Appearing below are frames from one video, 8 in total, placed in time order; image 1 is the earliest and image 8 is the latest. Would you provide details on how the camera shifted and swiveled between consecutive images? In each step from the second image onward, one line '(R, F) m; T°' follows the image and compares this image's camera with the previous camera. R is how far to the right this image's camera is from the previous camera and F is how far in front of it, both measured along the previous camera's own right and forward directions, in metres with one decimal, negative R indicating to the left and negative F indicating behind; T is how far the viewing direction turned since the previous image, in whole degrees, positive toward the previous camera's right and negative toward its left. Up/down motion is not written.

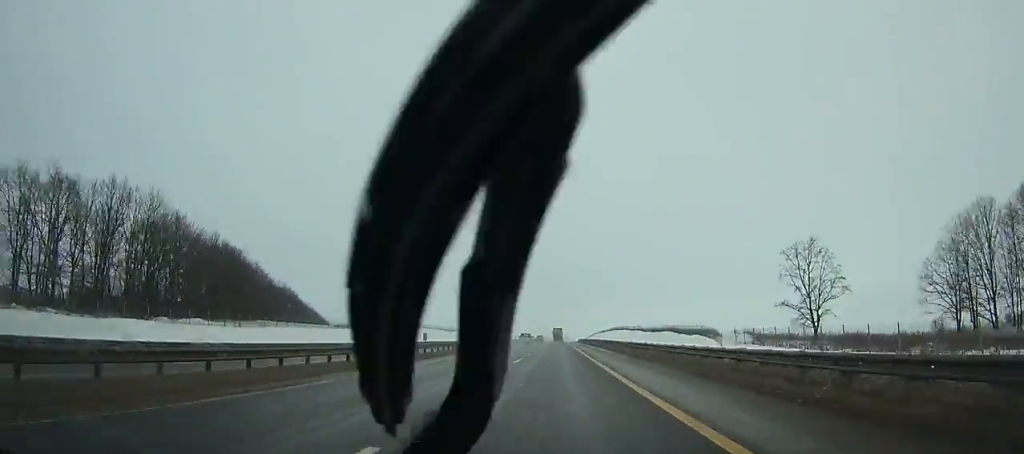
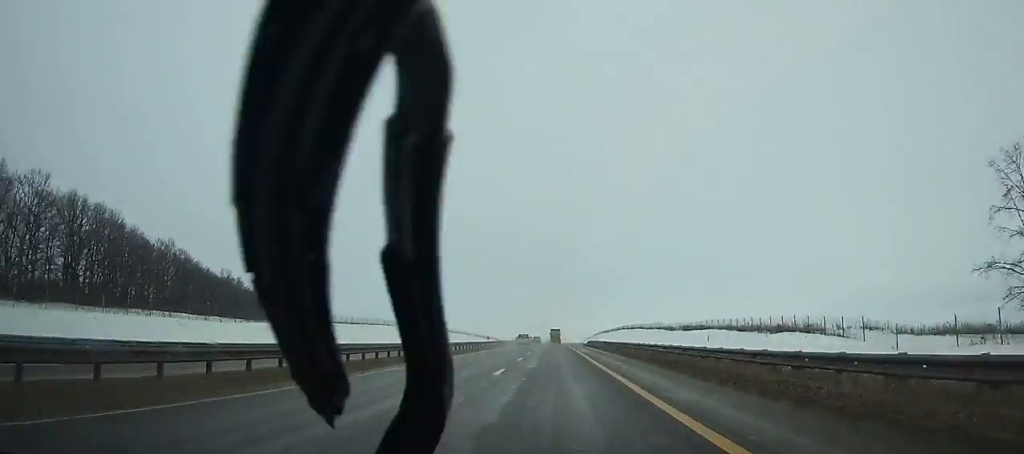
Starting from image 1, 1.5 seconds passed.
(+0.1, +43.6) m; 0°
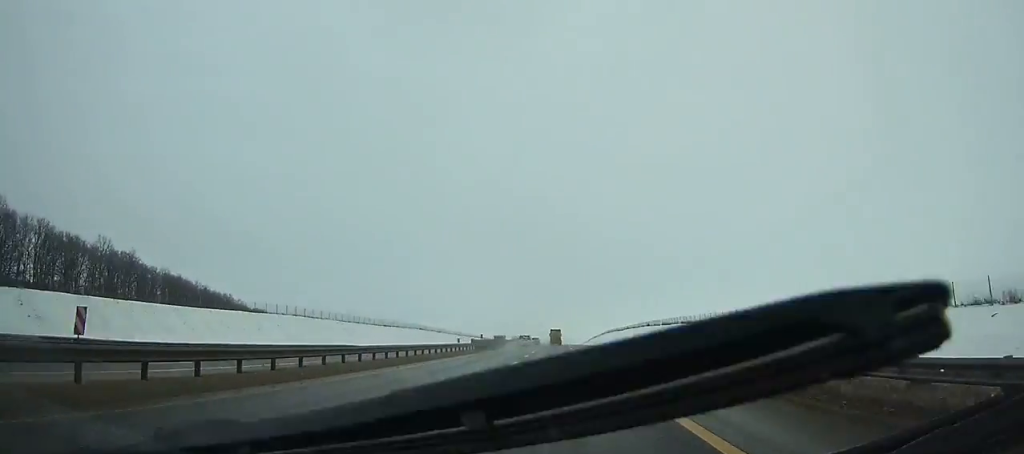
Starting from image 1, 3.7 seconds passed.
(0.0, +63.4) m; 0°
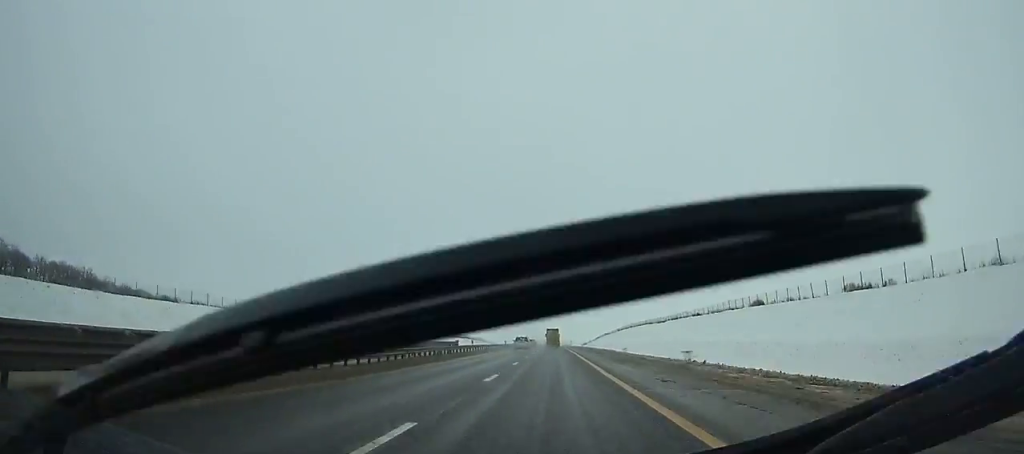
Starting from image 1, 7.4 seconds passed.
(+0.1, +105.2) m; 0°
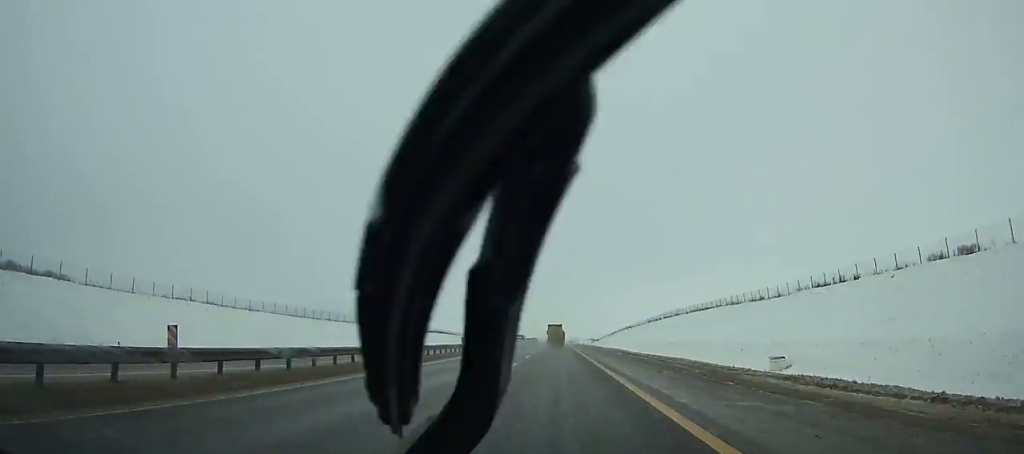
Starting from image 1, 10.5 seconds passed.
(-0.2, +86.3) m; -1°
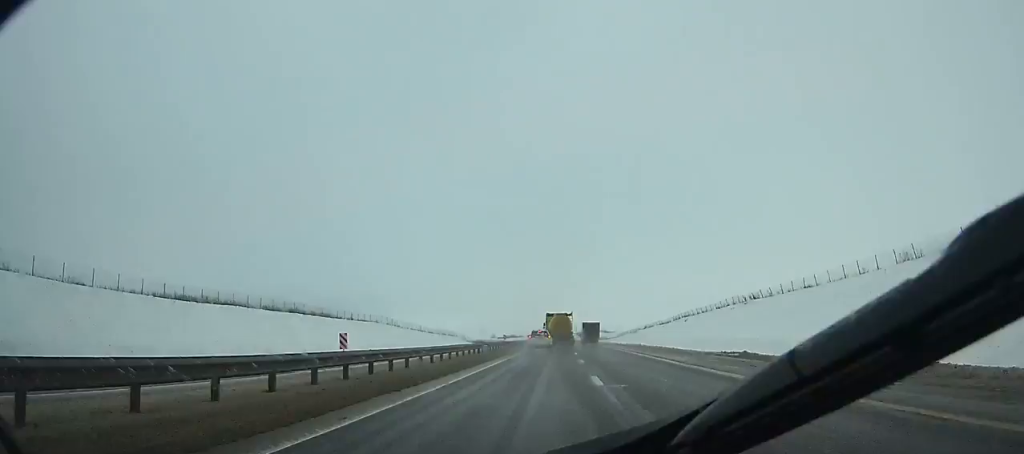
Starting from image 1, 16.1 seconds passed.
(-1.0, +147.8) m; 0°
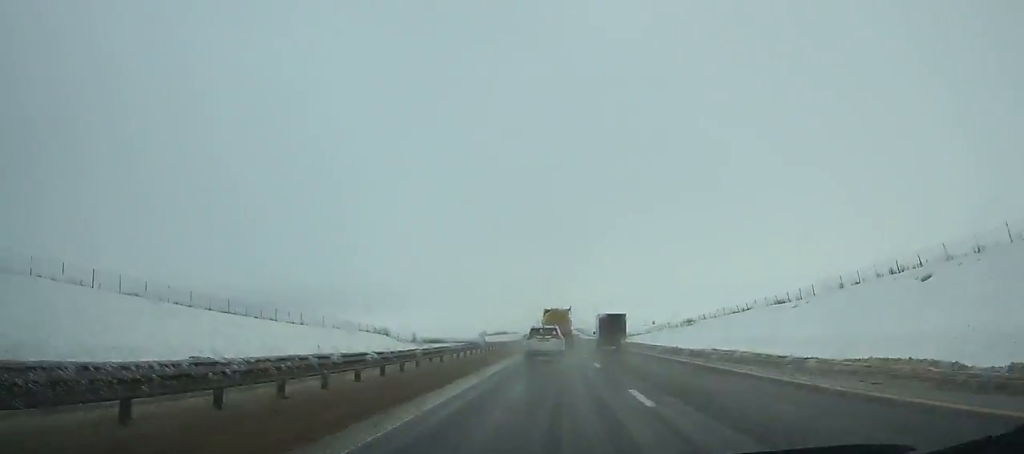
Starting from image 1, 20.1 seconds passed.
(+0.6, +98.0) m; +1°
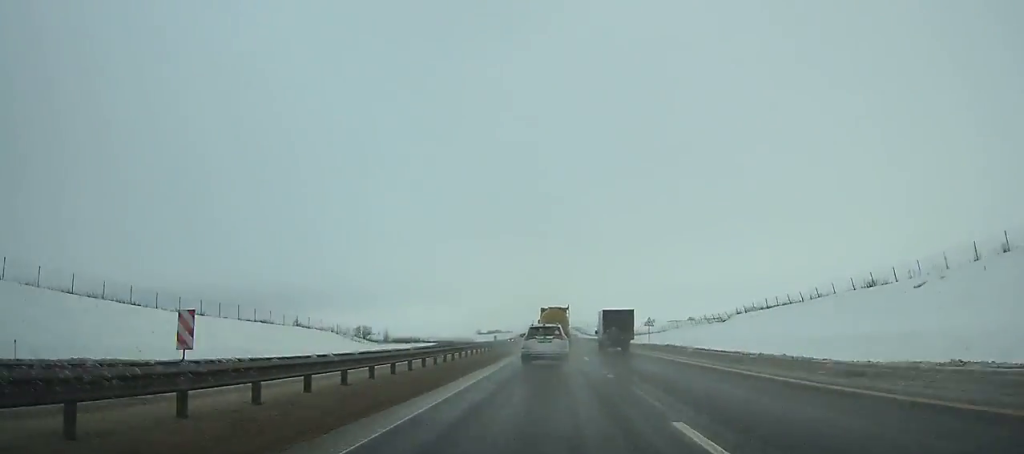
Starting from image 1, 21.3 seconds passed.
(+0.1, +28.3) m; 0°
